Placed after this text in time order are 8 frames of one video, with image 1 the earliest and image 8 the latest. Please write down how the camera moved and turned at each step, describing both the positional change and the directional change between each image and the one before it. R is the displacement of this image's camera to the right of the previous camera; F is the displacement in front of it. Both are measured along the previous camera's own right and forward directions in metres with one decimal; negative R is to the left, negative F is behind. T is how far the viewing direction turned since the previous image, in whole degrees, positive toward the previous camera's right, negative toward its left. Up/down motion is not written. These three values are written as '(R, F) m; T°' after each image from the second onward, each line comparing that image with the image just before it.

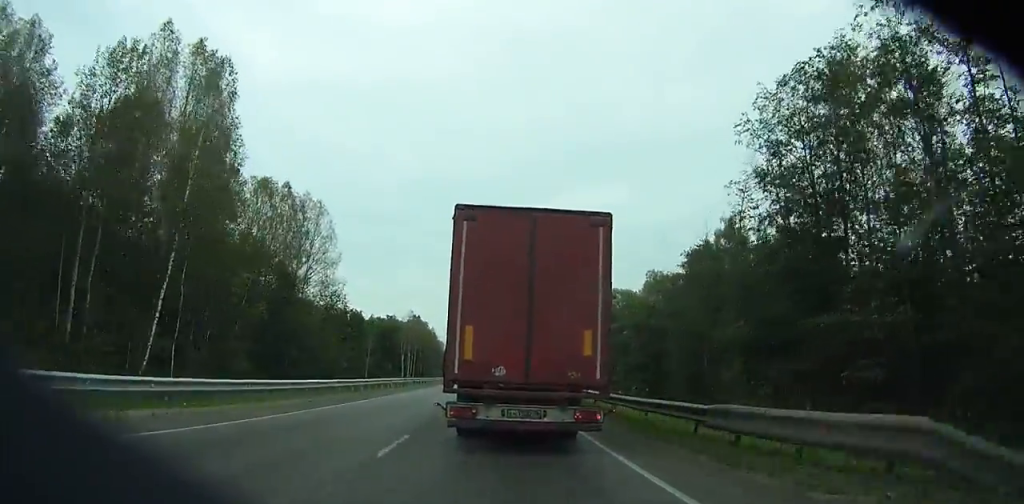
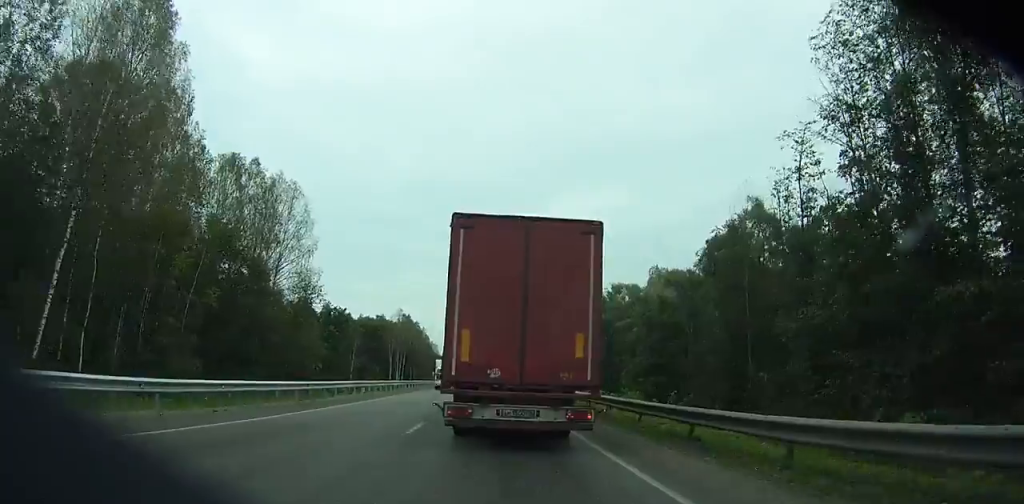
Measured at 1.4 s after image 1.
(0.0, +7.9) m; 0°
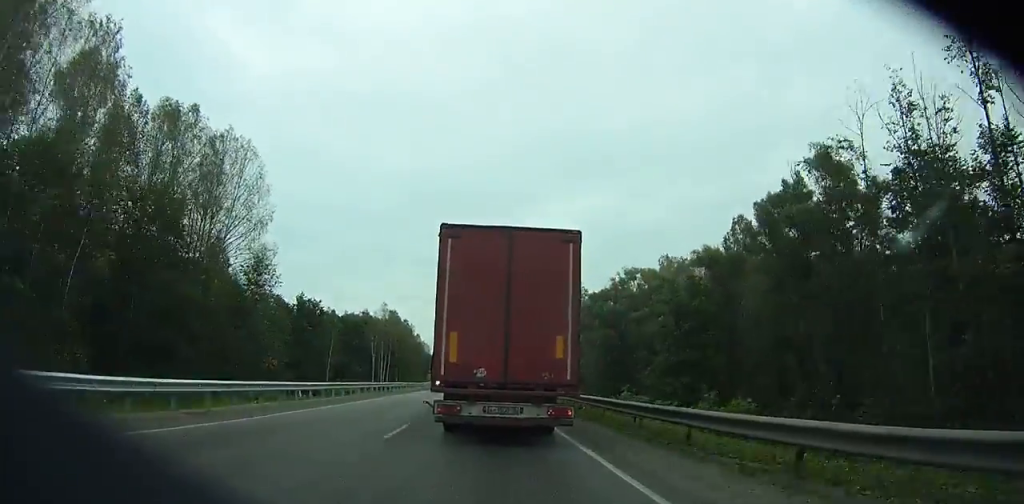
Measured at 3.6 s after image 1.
(0.0, +12.8) m; 0°
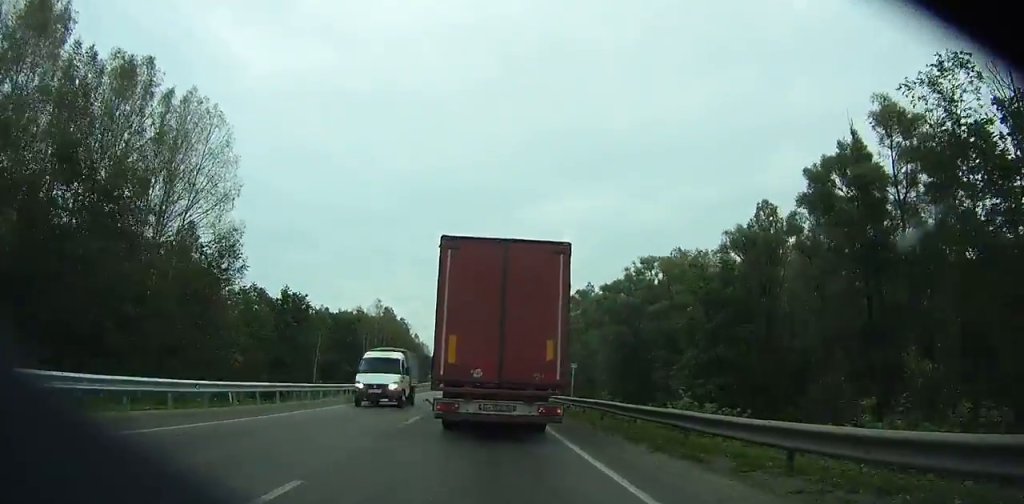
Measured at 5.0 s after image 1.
(0.0, +8.3) m; 0°
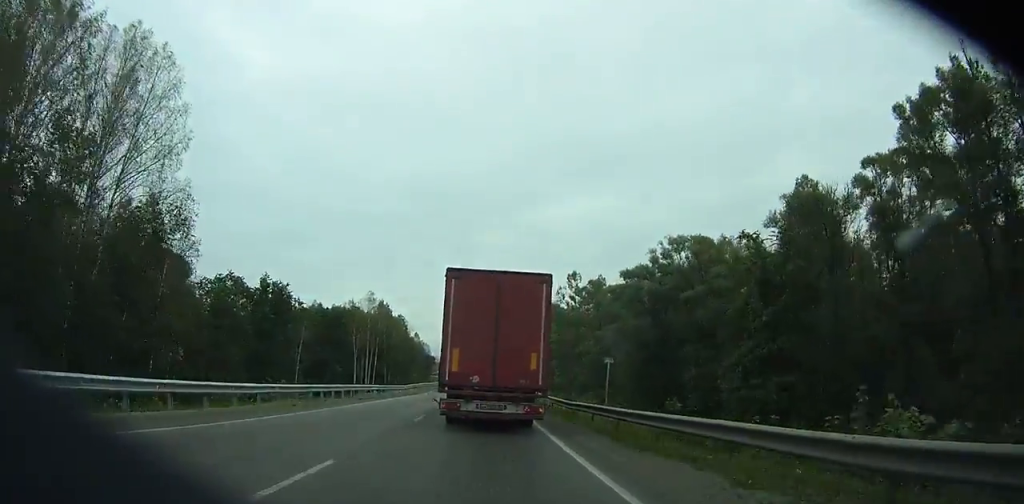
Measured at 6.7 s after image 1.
(0.0, +11.1) m; 0°
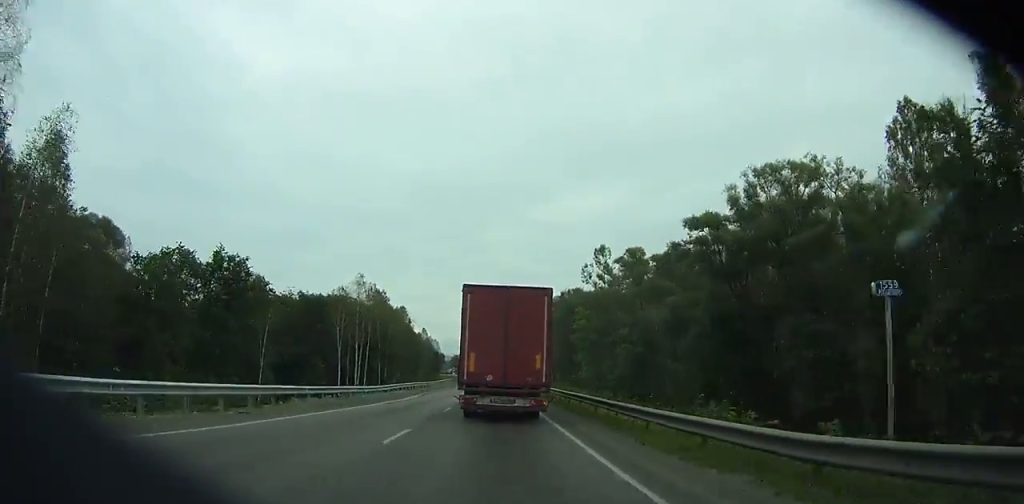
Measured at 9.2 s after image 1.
(0.0, +17.7) m; 0°
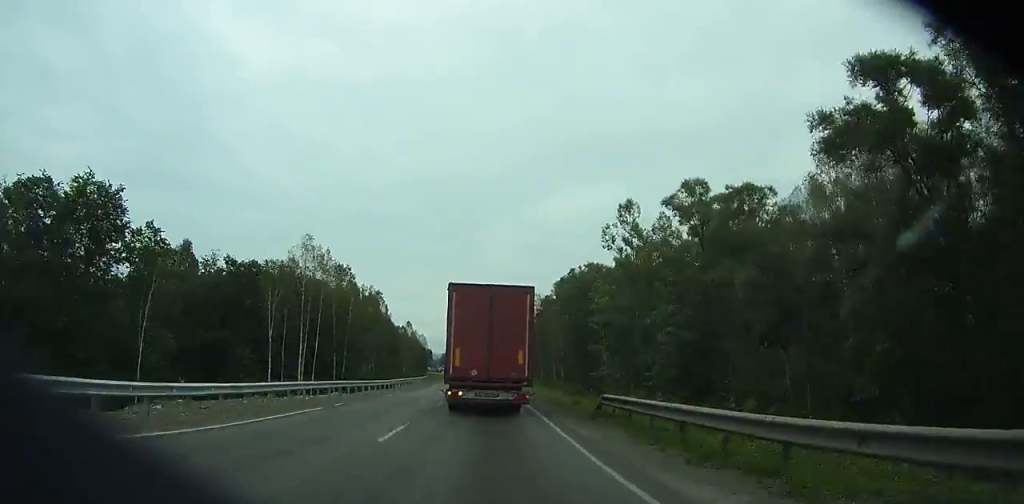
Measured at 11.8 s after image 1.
(0.0, +20.7) m; 0°
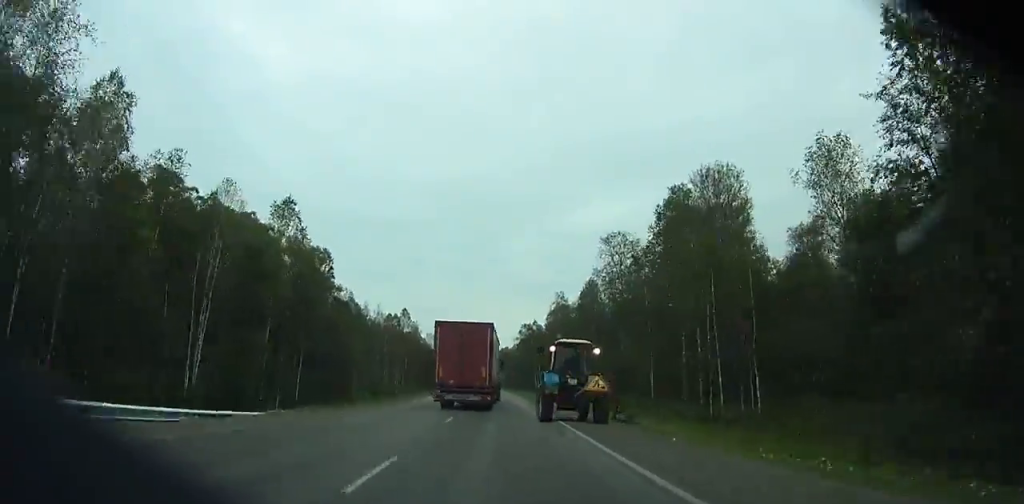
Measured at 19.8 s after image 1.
(-0.7, +76.8) m; -2°
